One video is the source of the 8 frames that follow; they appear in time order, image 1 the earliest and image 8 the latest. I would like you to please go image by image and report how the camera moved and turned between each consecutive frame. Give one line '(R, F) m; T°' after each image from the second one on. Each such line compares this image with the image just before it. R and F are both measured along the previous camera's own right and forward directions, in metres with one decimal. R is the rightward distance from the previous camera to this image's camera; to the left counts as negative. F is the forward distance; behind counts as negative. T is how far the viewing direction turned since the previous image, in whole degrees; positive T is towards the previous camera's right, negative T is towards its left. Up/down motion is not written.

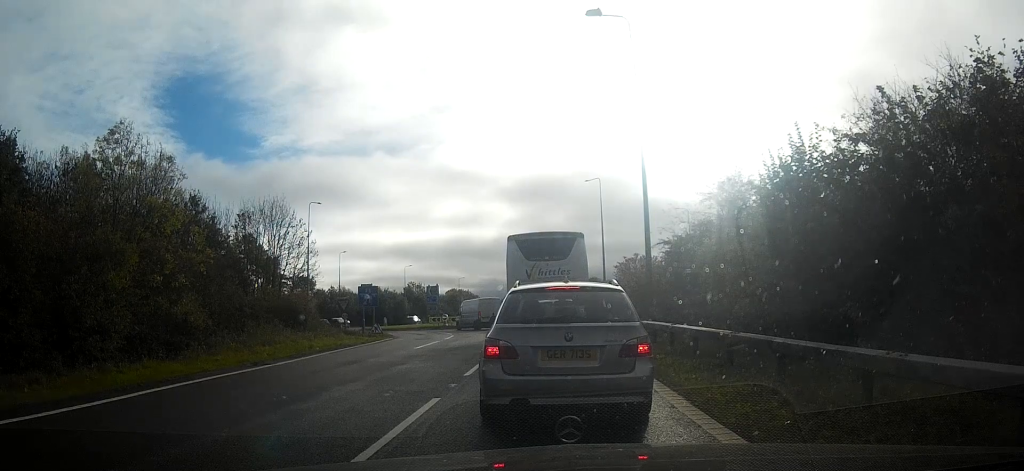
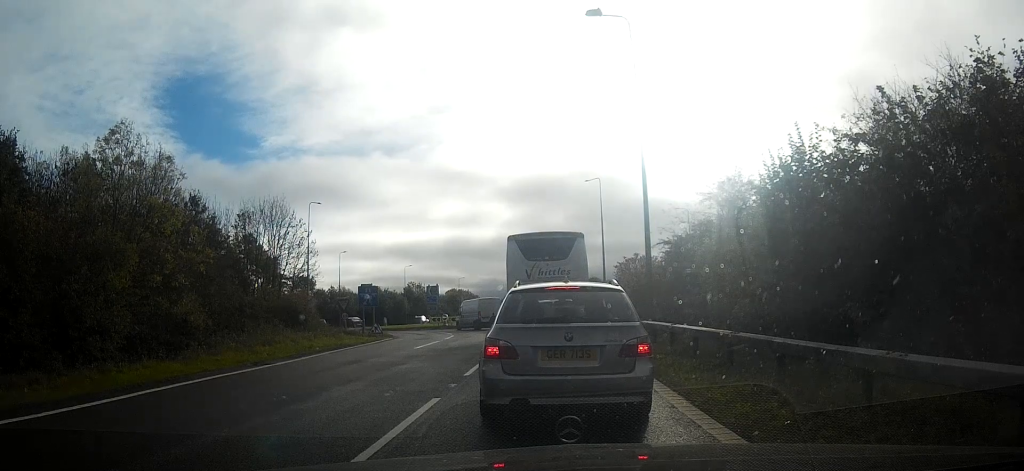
(0.0, 0.0) m; 0°
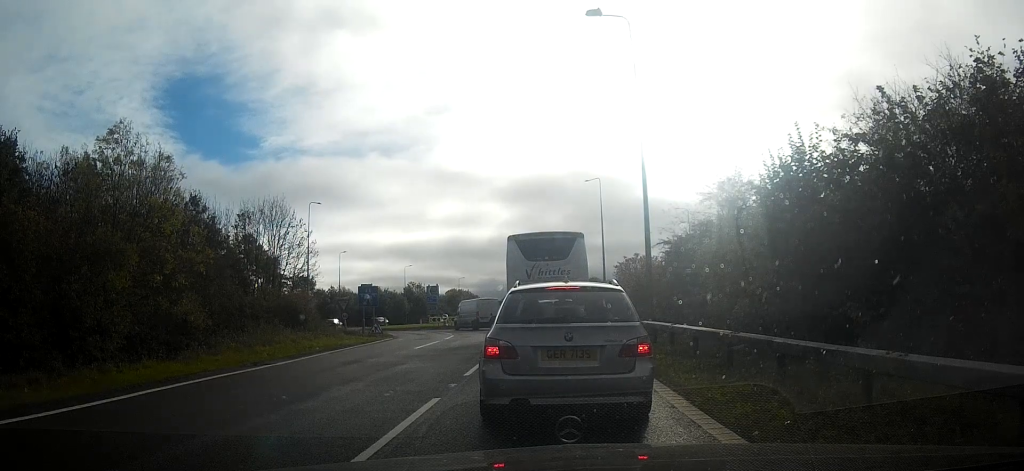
(0.0, 0.0) m; 0°
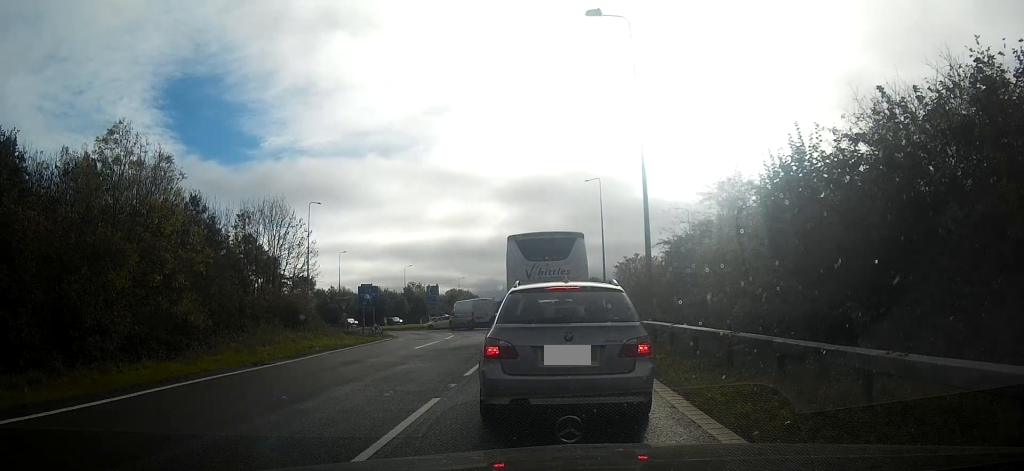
(0.0, 0.0) m; 0°
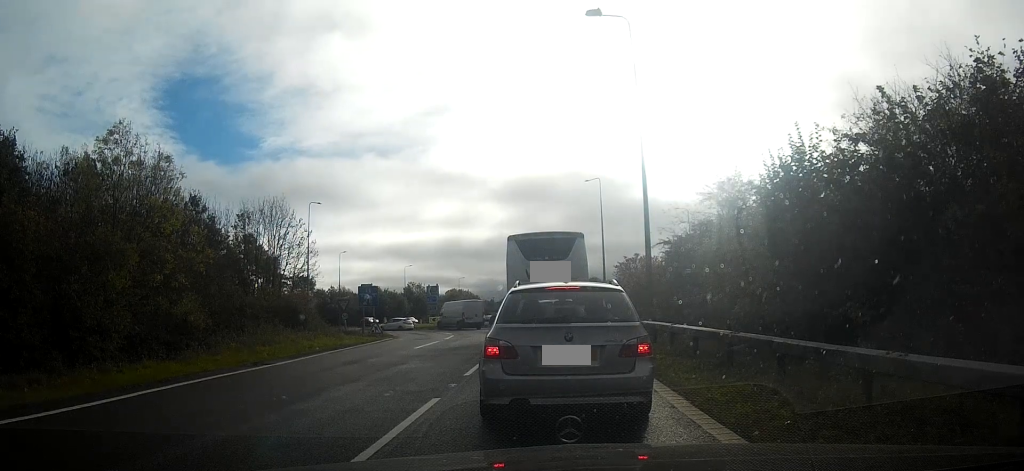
(0.0, 0.0) m; 0°
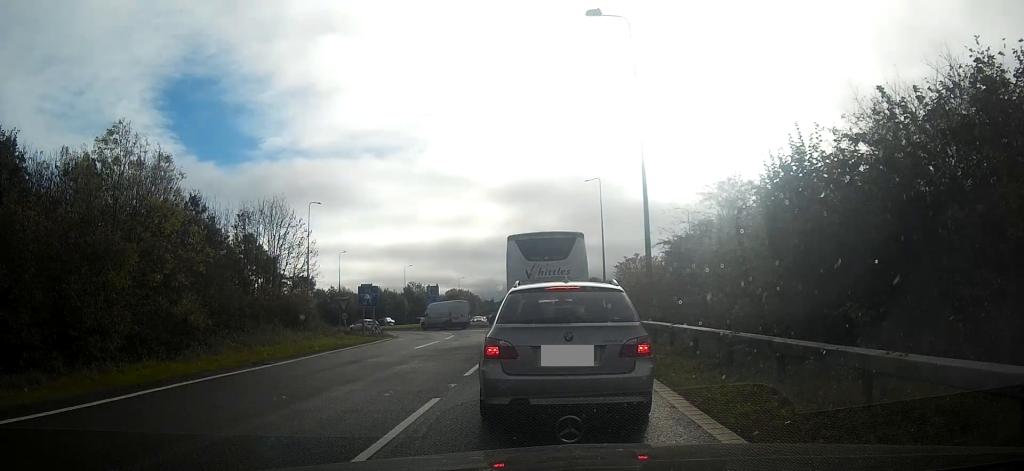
(0.0, 0.0) m; 0°
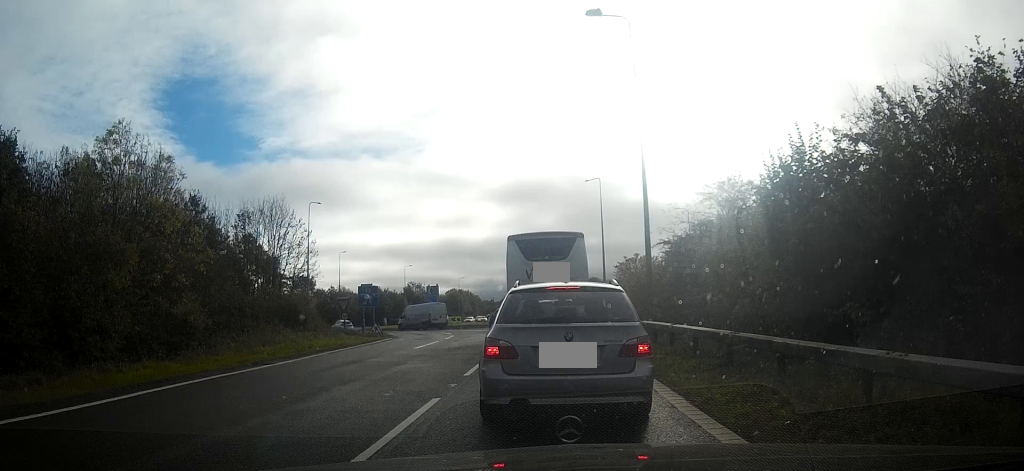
(0.0, 0.0) m; 0°
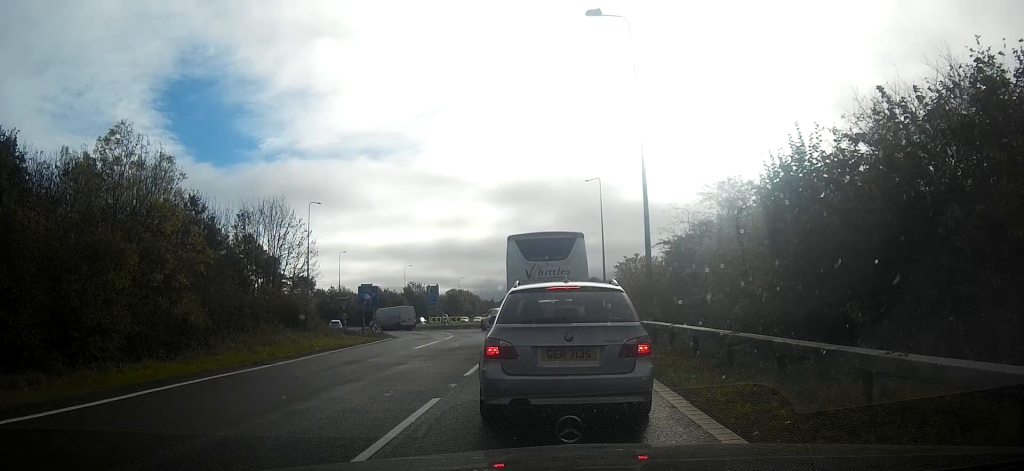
(0.0, 0.0) m; 0°
